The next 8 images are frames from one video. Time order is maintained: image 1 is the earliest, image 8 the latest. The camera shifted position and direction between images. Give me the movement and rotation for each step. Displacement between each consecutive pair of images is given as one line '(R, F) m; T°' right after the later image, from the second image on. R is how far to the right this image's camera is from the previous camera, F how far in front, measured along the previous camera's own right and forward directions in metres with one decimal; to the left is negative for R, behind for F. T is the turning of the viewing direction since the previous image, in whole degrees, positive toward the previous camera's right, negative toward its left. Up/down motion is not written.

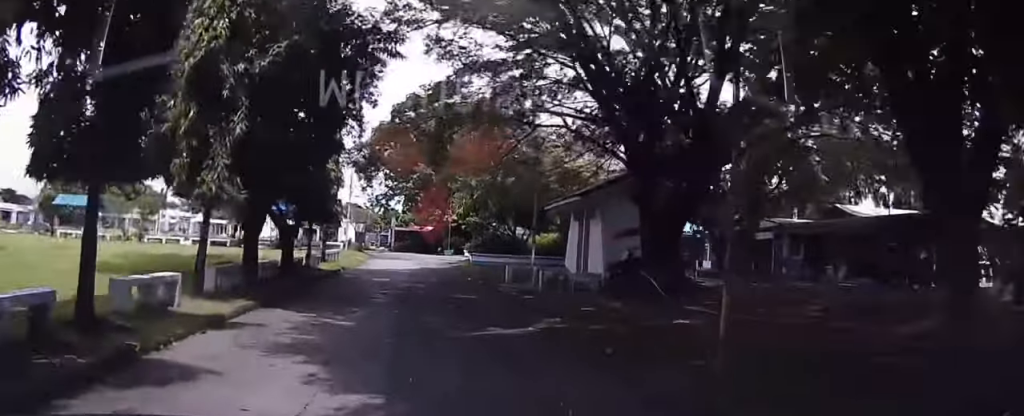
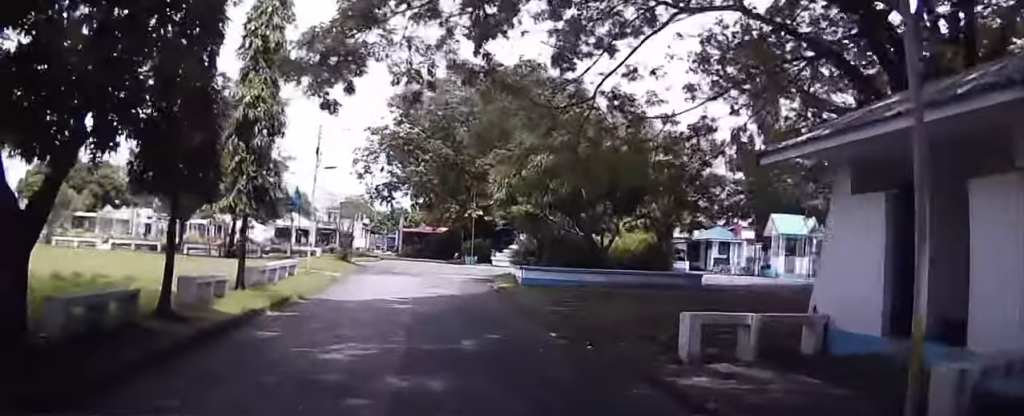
(+0.2, +13.7) m; +2°
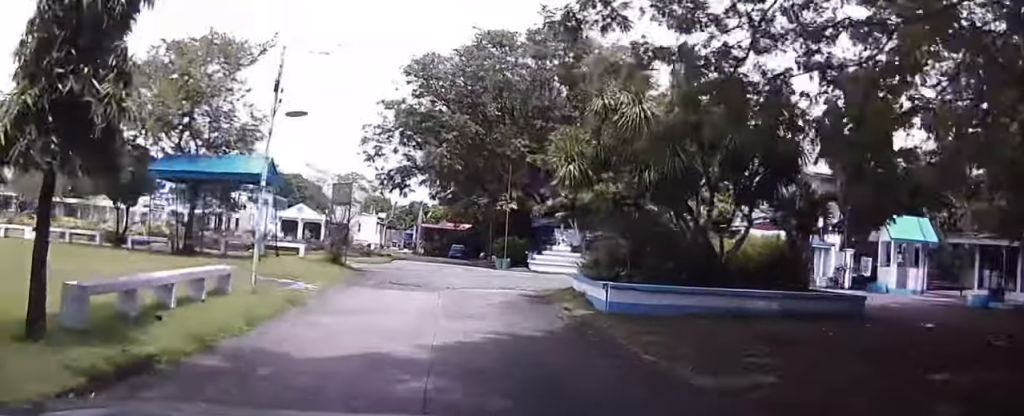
(+0.3, +7.8) m; +2°
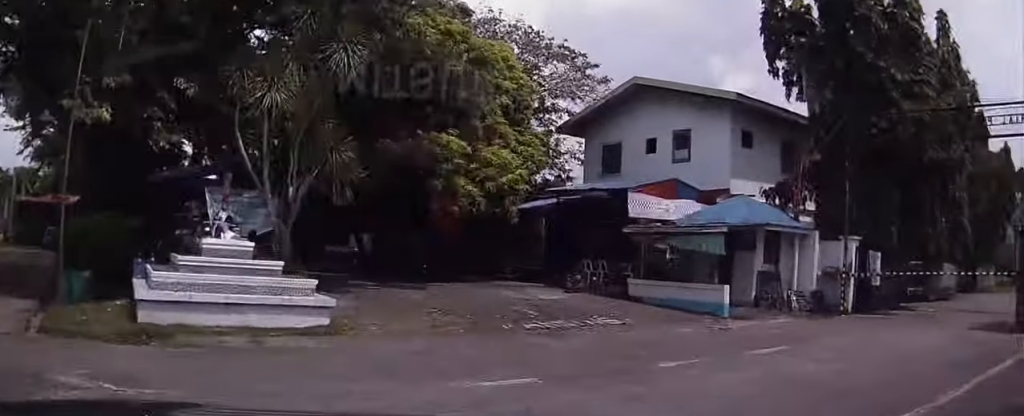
(+1.9, +20.1) m; +28°
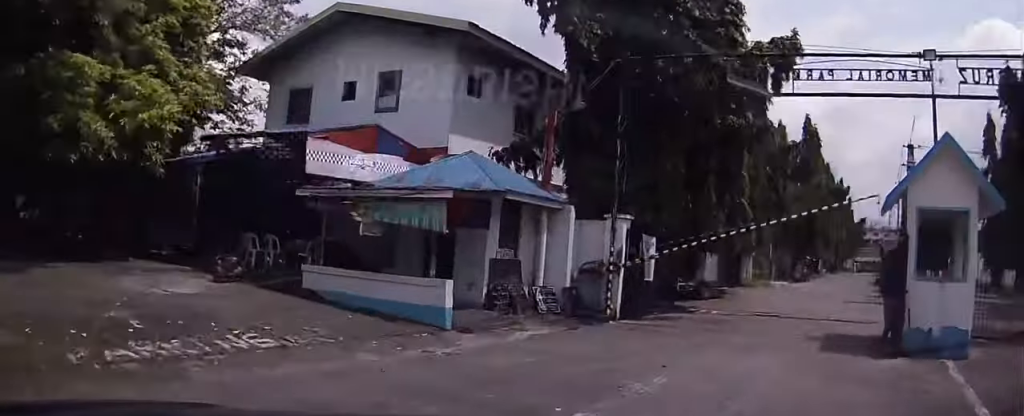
(+1.5, +5.1) m; +29°
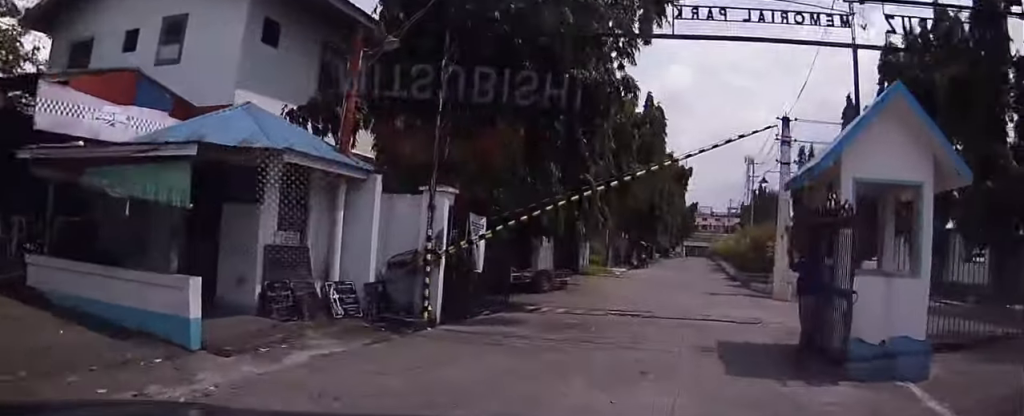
(+0.2, +2.9) m; +18°
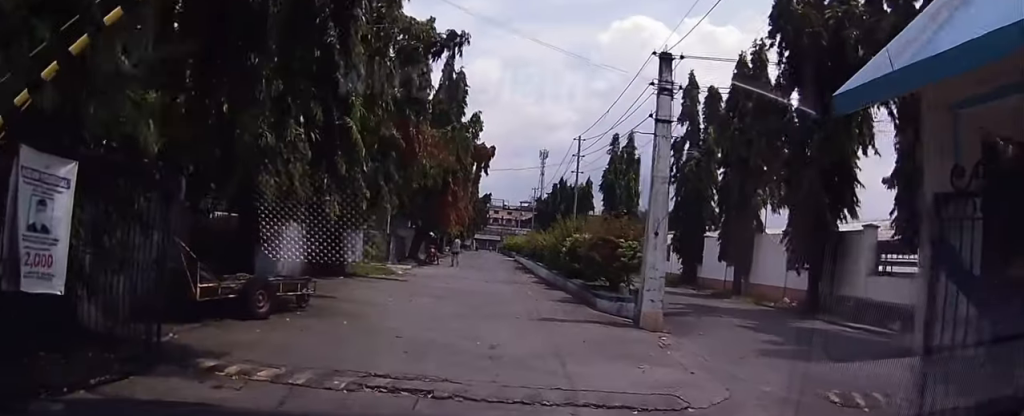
(+2.6, +7.5) m; +27°
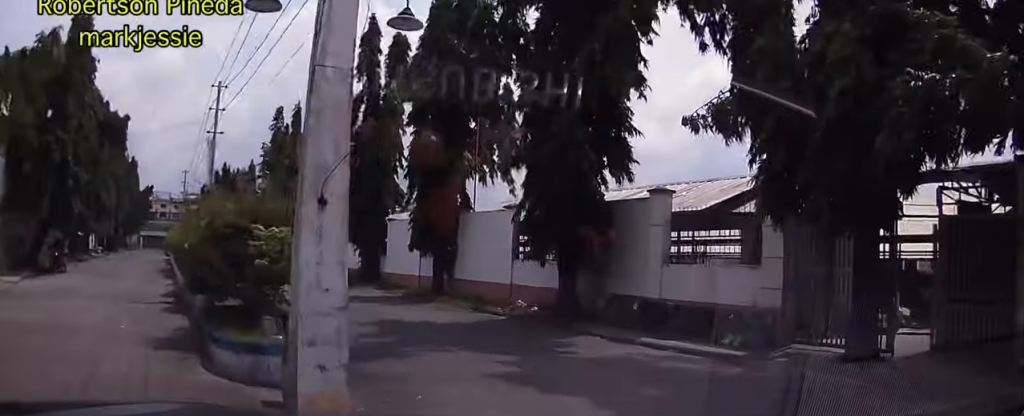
(+1.7, +8.9) m; +11°
